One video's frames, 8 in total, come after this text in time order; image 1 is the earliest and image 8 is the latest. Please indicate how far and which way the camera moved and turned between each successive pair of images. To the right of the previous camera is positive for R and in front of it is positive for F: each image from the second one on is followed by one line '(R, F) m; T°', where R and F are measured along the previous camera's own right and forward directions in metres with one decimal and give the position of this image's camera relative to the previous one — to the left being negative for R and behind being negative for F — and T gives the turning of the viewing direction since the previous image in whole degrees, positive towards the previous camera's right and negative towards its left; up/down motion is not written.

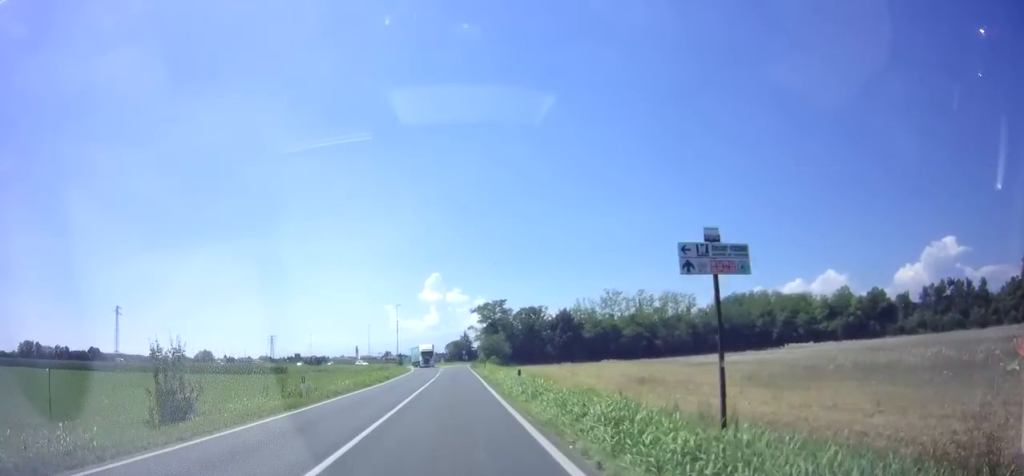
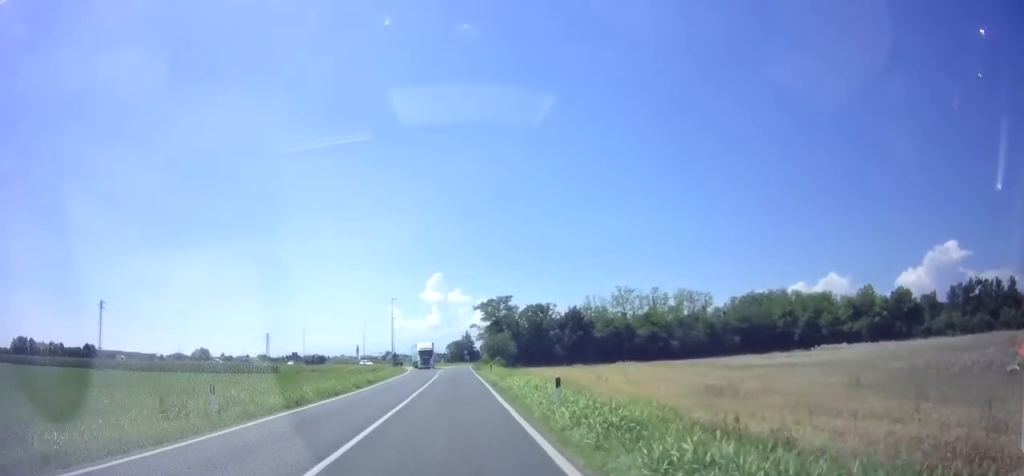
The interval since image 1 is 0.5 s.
(0.0, +7.6) m; 0°
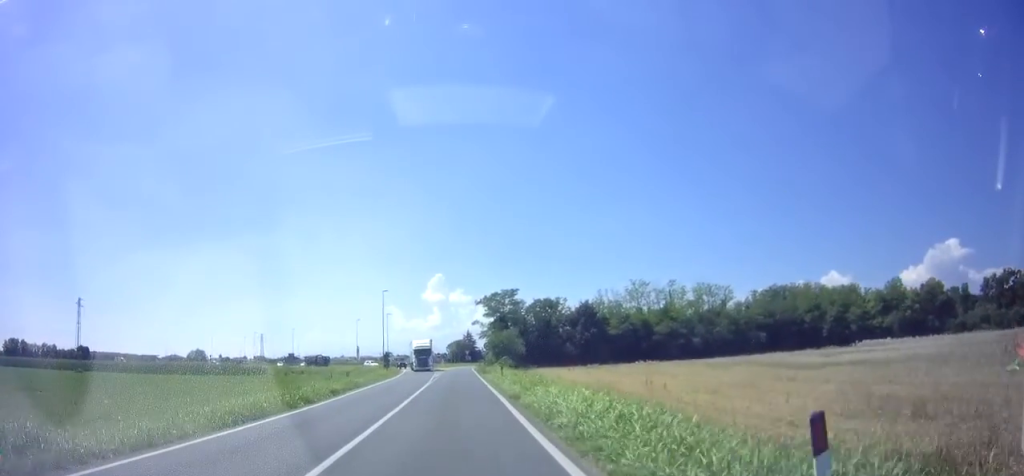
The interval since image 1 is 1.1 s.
(0.0, +8.9) m; 0°
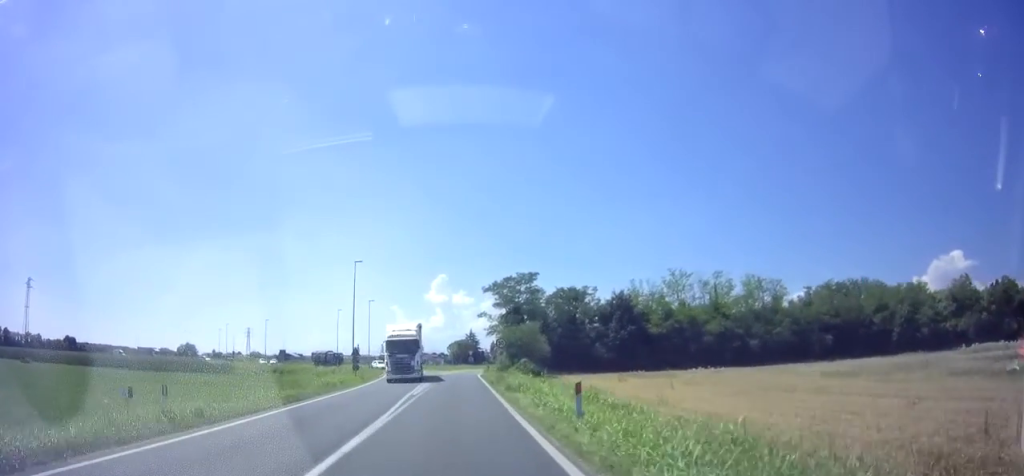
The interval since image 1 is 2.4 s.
(+0.1, +18.4) m; 0°
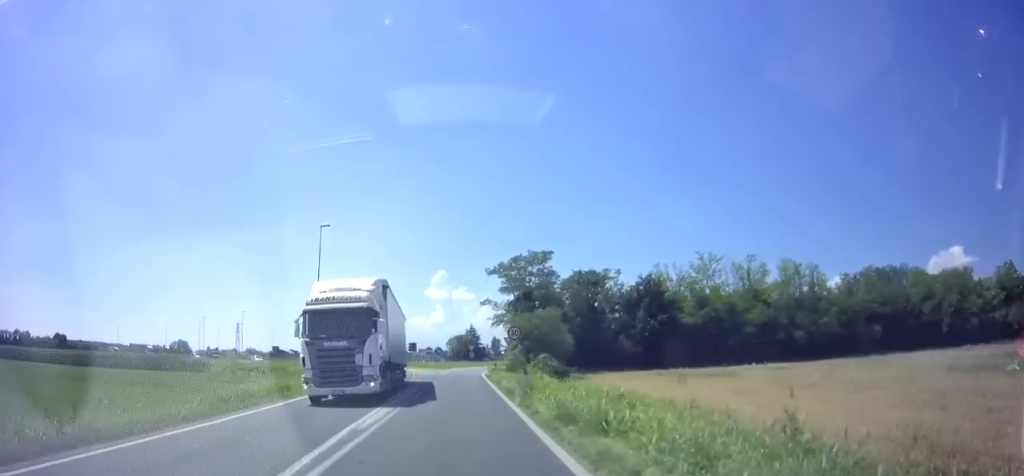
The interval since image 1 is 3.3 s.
(-0.1, +10.6) m; -1°
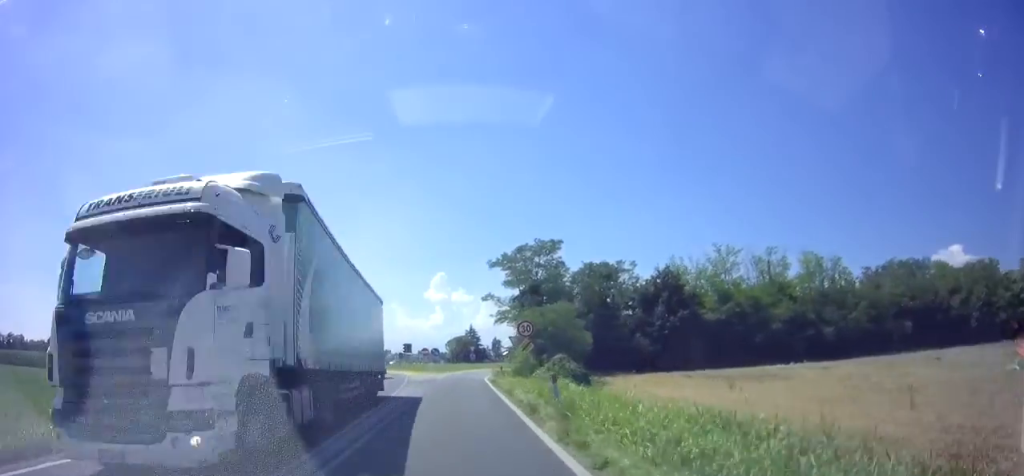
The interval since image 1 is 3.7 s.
(-0.2, +5.7) m; 0°
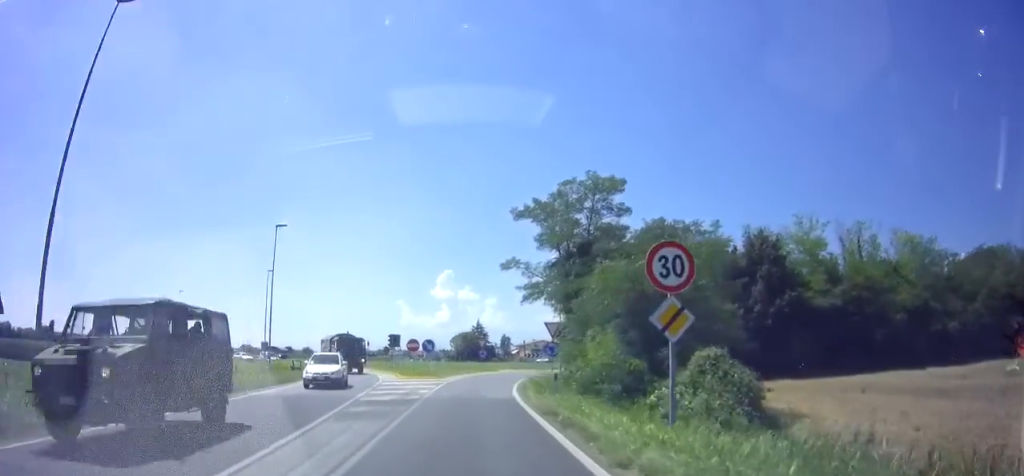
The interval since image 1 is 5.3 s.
(+0.3, +17.2) m; +1°
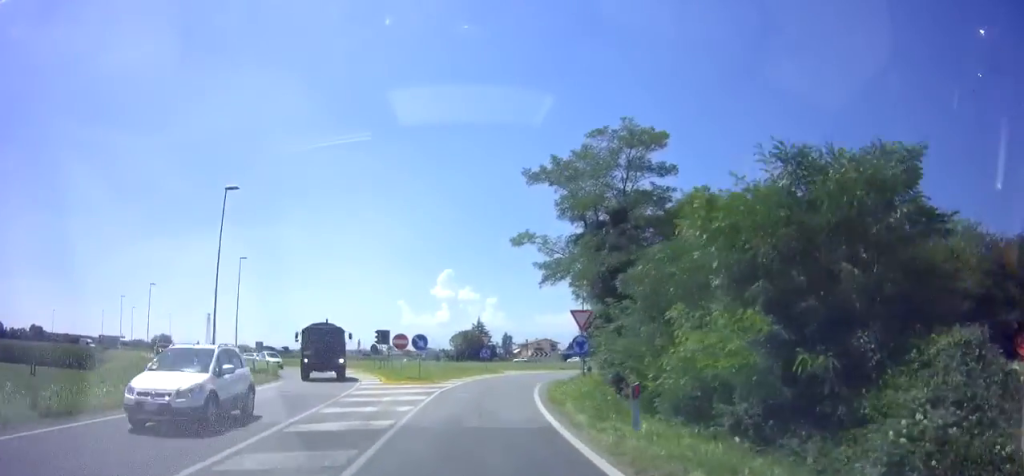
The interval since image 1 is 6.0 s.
(-0.3, +7.4) m; +1°
